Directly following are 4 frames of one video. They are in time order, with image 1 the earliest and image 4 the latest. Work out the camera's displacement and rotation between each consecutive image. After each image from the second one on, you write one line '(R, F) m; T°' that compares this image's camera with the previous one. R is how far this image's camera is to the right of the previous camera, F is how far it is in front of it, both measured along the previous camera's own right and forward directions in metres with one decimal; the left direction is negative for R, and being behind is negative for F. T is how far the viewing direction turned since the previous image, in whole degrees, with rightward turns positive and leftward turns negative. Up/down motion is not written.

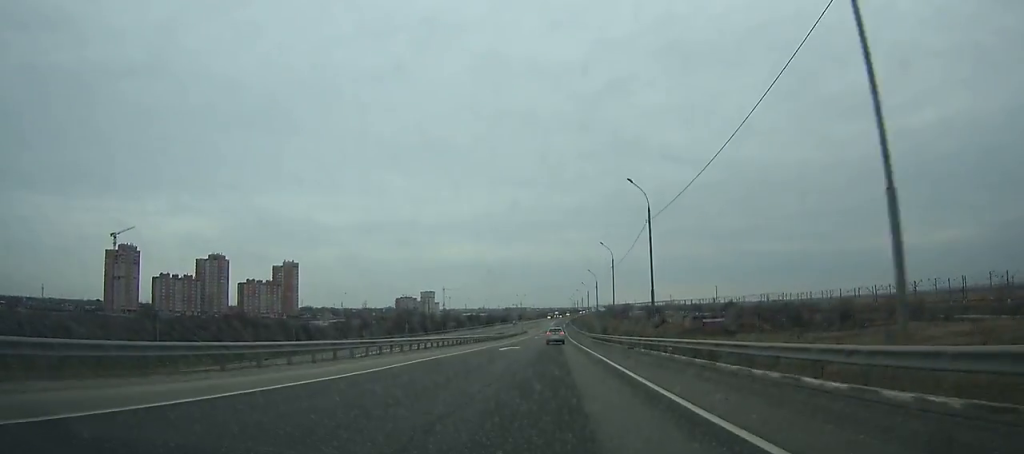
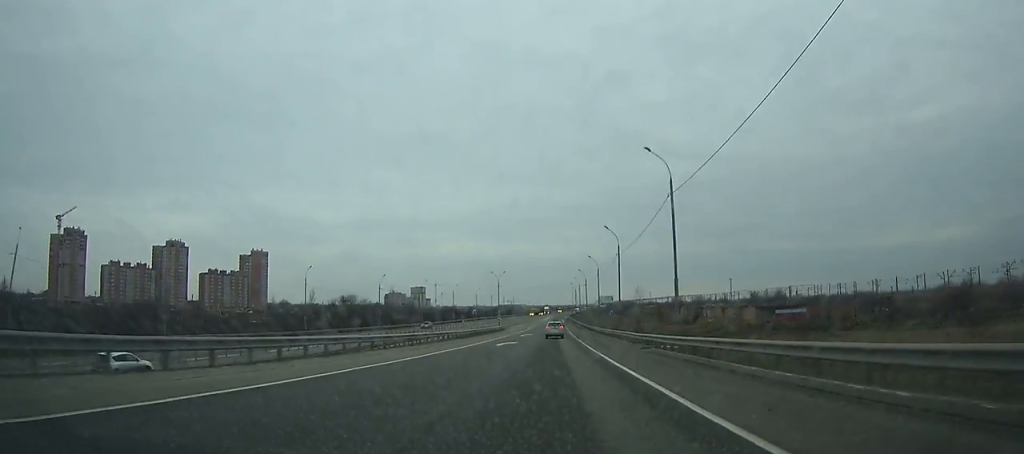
(-0.1, +63.0) m; 0°
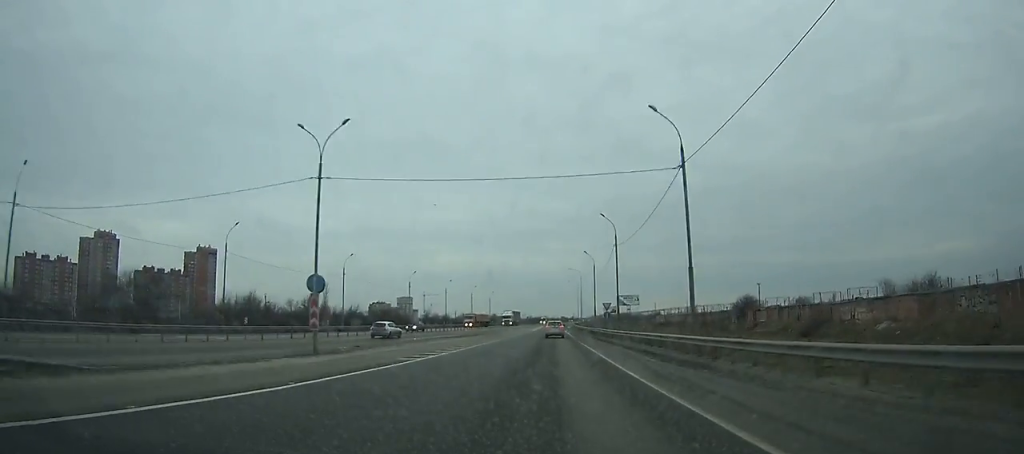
(+0.2, +85.9) m; 0°
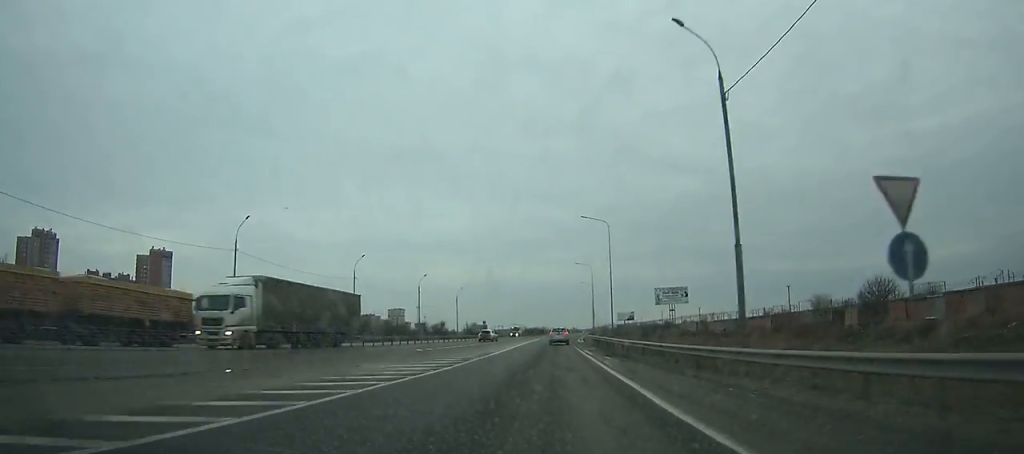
(+0.1, +62.3) m; 0°
